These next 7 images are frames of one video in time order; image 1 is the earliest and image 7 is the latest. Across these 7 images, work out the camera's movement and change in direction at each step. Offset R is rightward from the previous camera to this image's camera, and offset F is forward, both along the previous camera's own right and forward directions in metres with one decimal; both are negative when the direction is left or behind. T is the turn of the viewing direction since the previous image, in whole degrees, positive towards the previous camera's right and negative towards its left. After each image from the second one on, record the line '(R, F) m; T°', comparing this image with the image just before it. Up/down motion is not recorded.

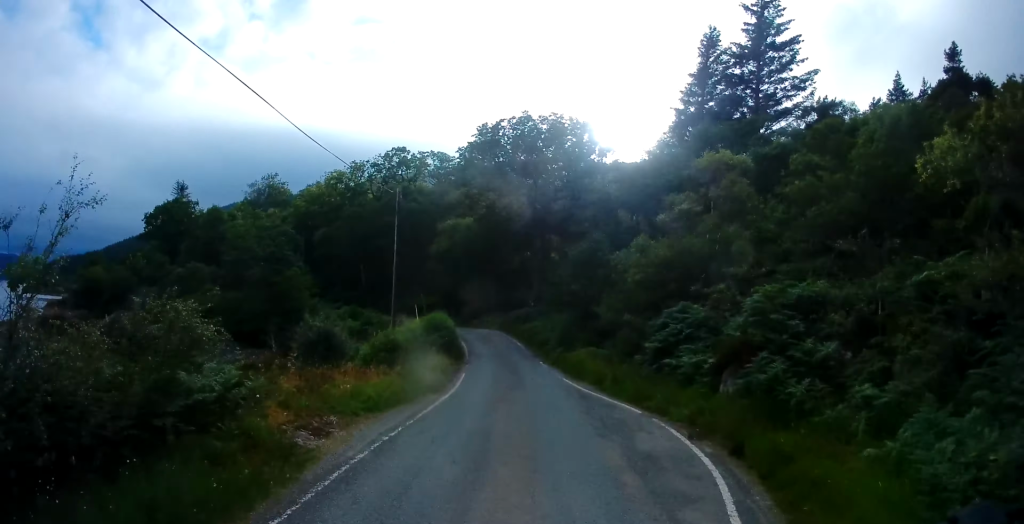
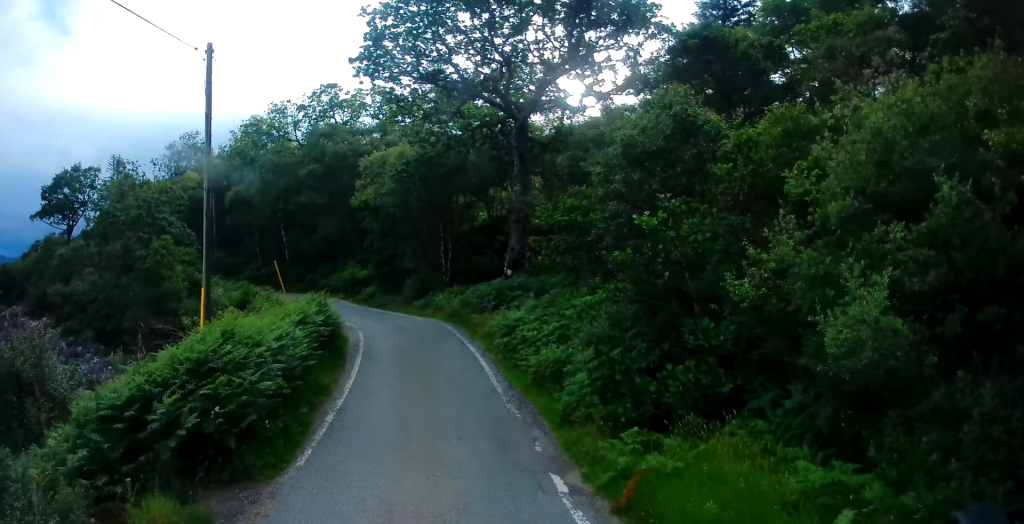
(+0.5, +15.3) m; +3°
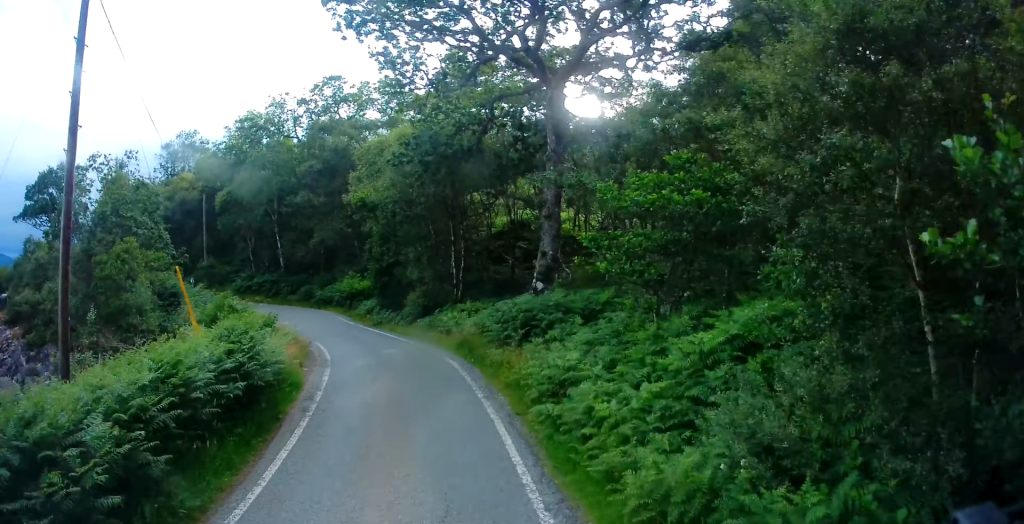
(+0.3, +5.4) m; 0°
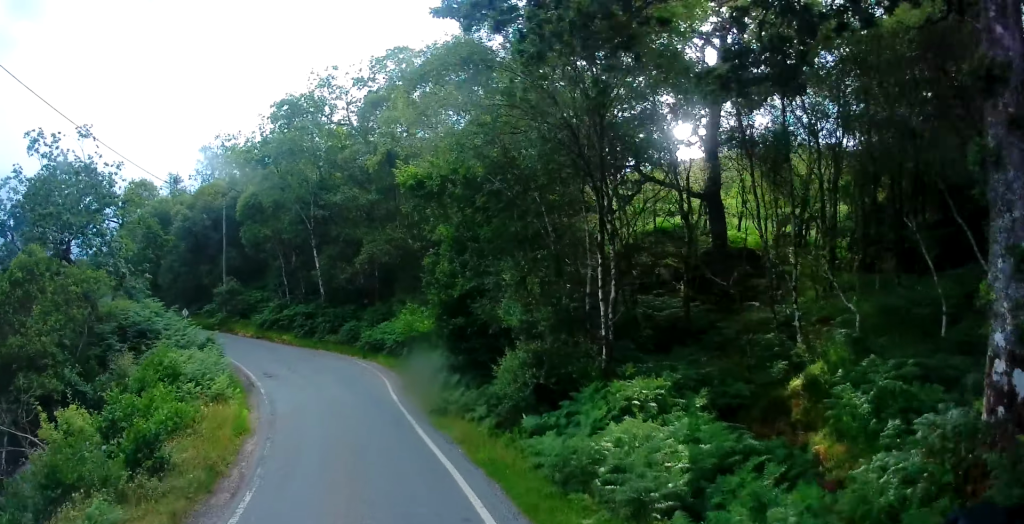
(-1.1, +12.6) m; -12°
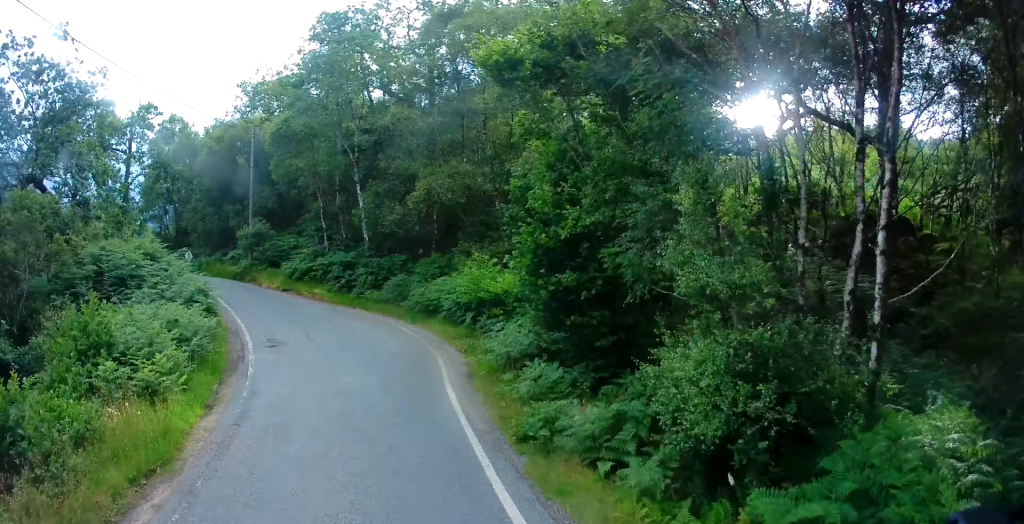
(-0.4, +5.9) m; -6°
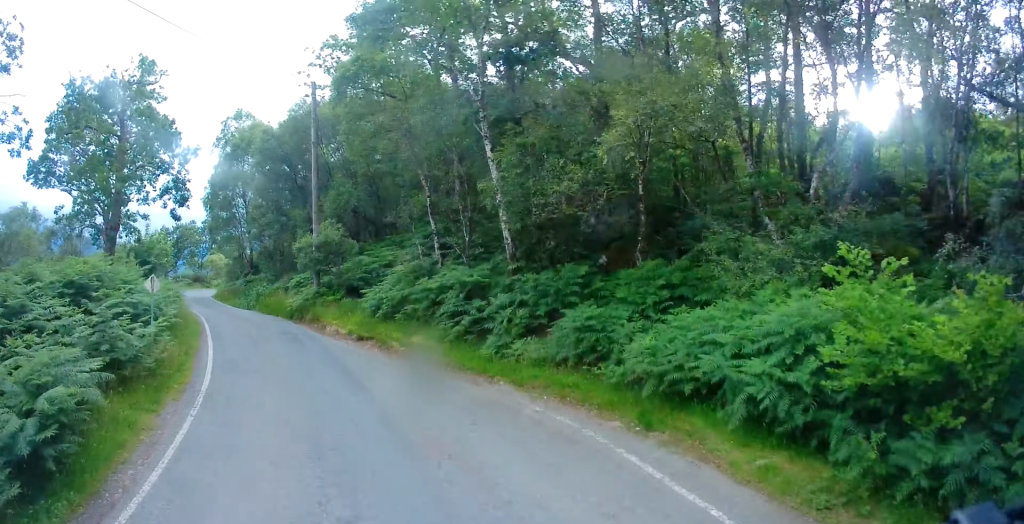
(-1.0, +11.2) m; -12°
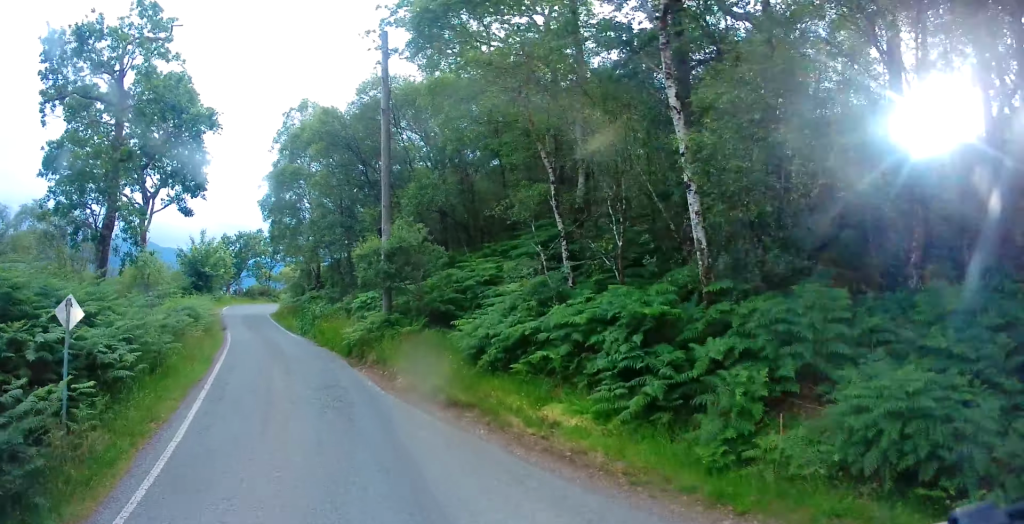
(-0.5, +5.4) m; -8°
